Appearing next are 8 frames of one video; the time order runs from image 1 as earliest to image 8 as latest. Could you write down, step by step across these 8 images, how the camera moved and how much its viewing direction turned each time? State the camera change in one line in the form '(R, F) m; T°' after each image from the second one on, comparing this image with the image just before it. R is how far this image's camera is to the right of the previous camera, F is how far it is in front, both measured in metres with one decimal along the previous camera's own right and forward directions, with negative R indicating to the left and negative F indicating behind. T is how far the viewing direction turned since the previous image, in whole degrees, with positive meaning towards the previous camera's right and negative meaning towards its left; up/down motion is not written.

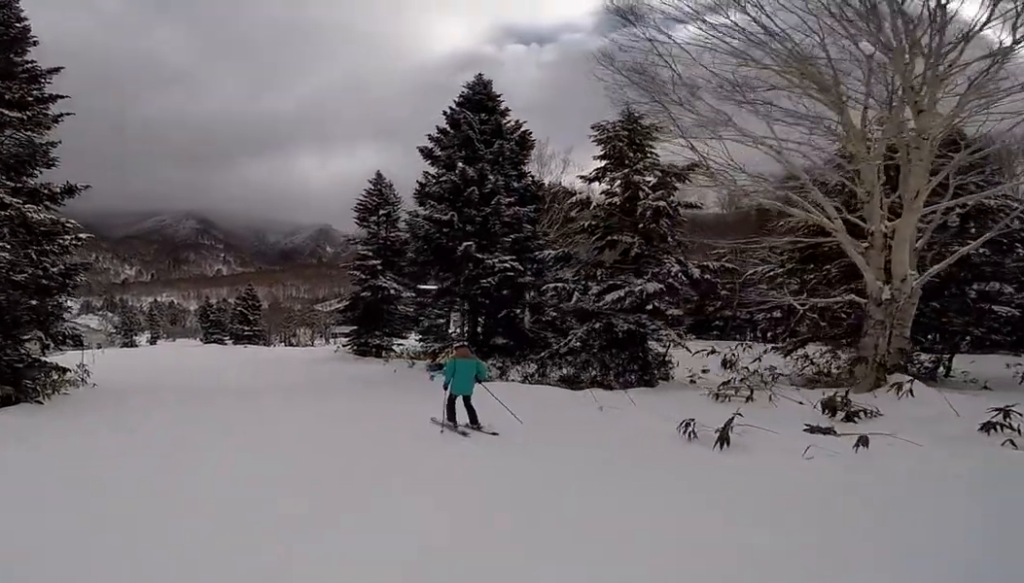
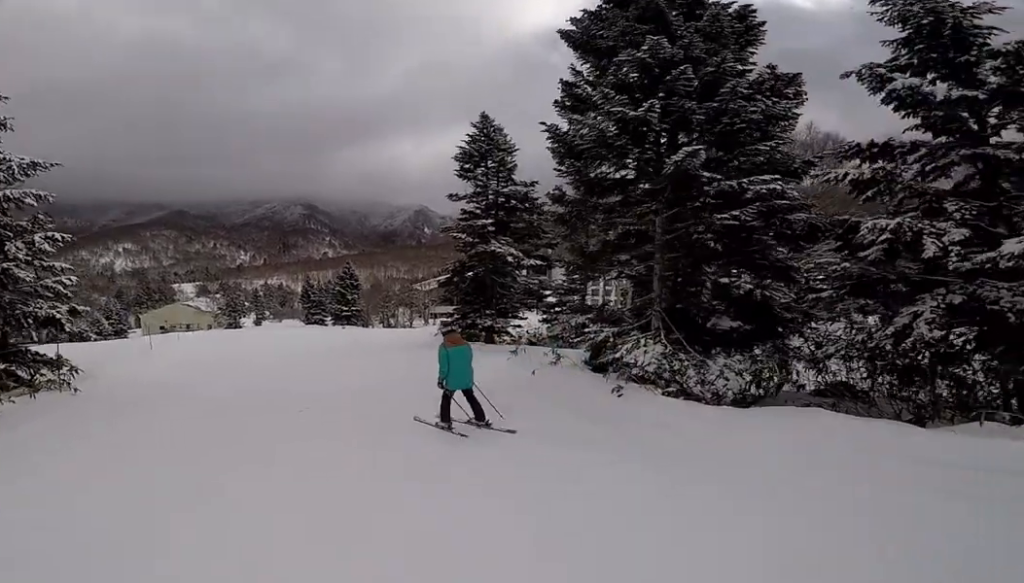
(0.0, +6.9) m; -14°
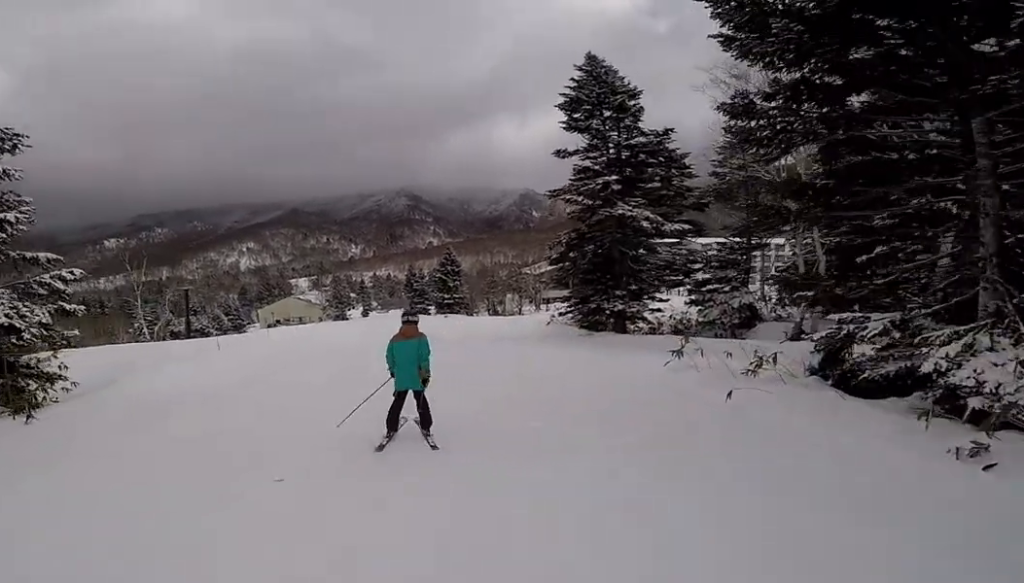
(-0.7, +4.0) m; -15°
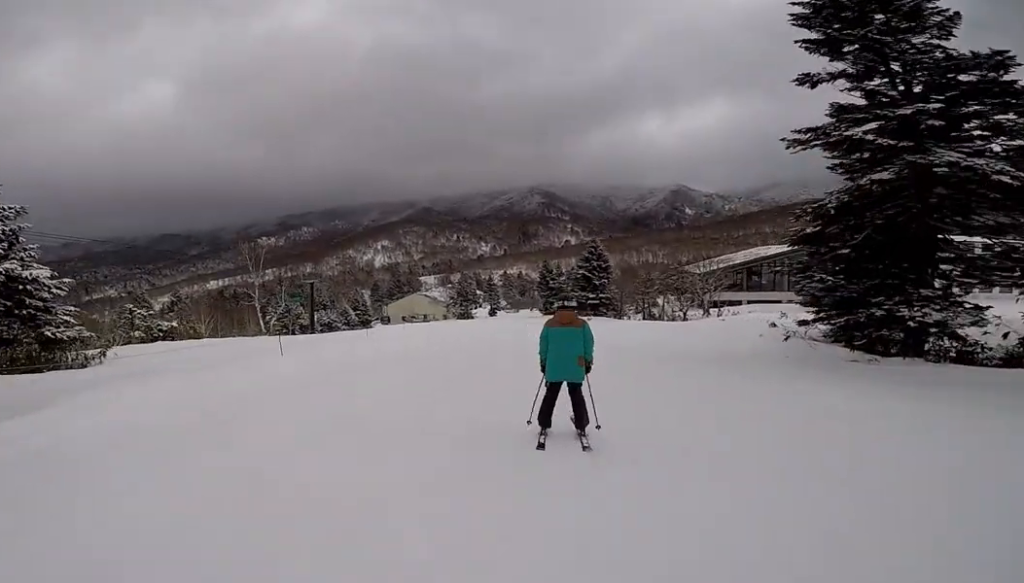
(-1.2, +6.6) m; -1°
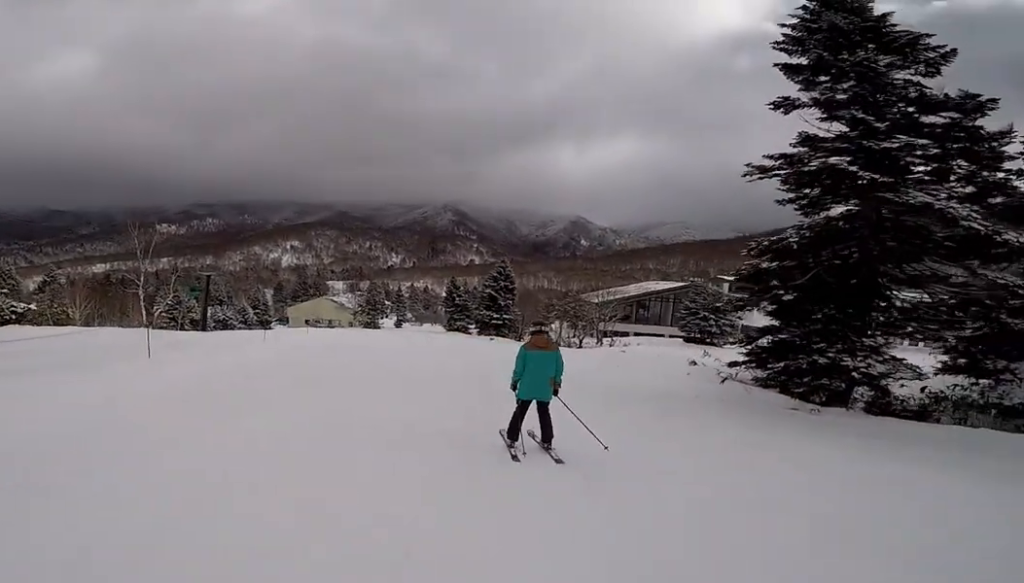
(0.0, +2.4) m; +8°
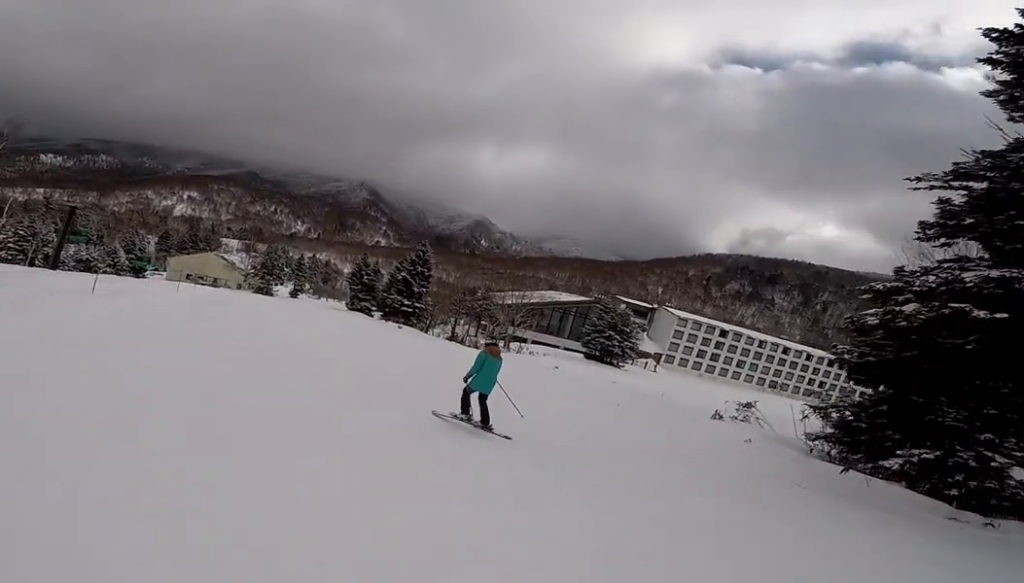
(+2.3, +7.2) m; +18°
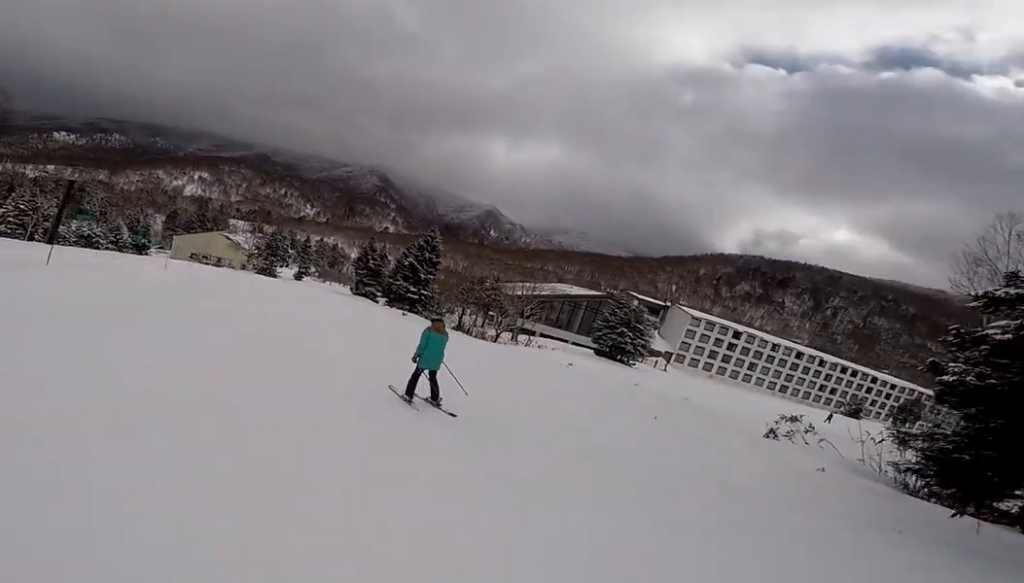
(+0.3, +2.1) m; -1°
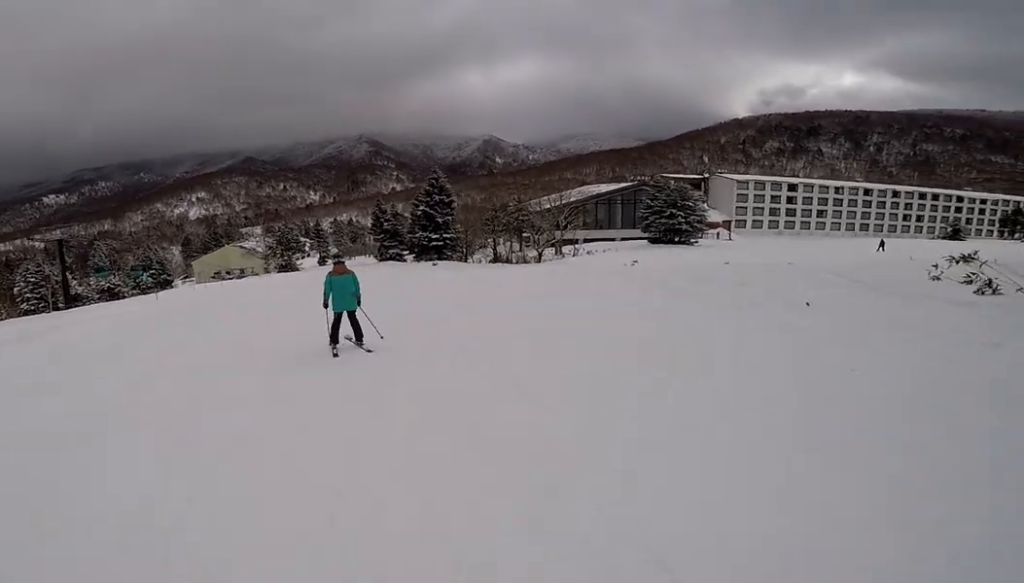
(-0.5, +3.5) m; -14°
